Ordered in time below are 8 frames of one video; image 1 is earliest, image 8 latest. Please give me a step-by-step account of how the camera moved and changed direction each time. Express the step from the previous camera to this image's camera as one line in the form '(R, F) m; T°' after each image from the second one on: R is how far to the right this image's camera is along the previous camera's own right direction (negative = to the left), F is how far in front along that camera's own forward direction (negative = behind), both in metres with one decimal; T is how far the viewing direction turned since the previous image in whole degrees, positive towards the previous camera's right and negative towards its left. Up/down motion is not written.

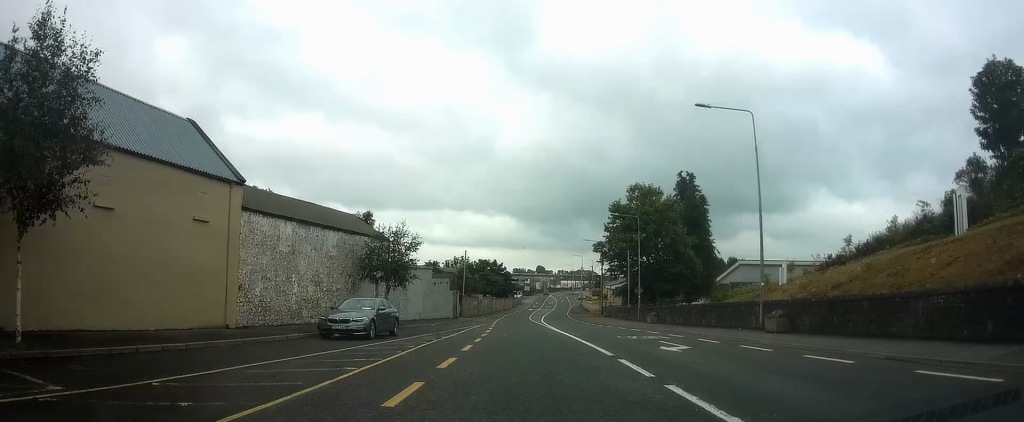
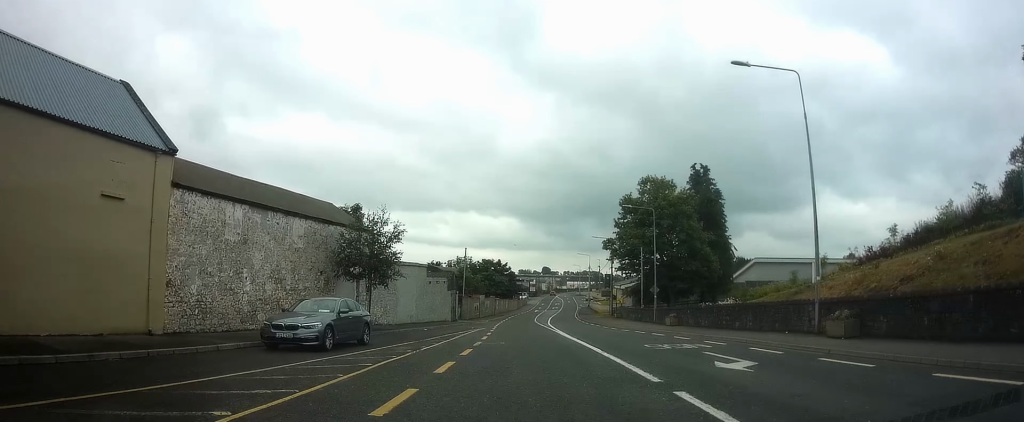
(-0.1, +5.1) m; -1°
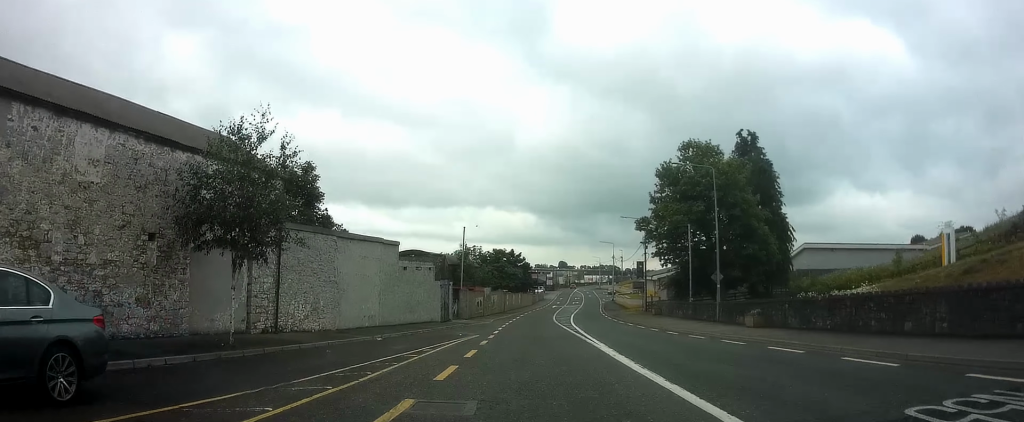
(-0.2, +14.3) m; -1°
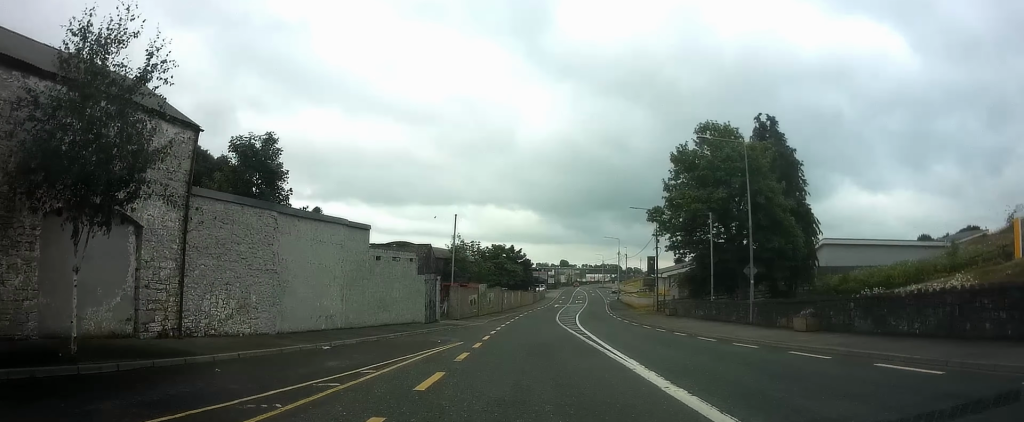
(+0.1, +6.1) m; 0°
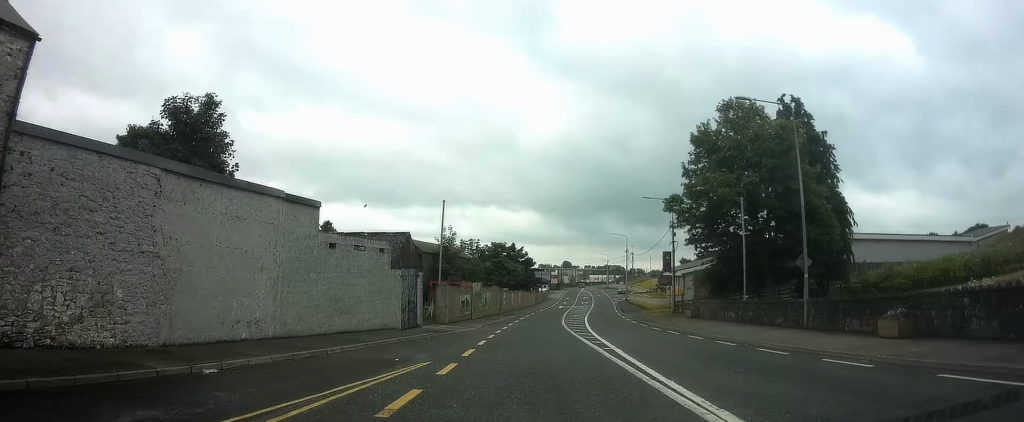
(0.0, +6.7) m; 0°
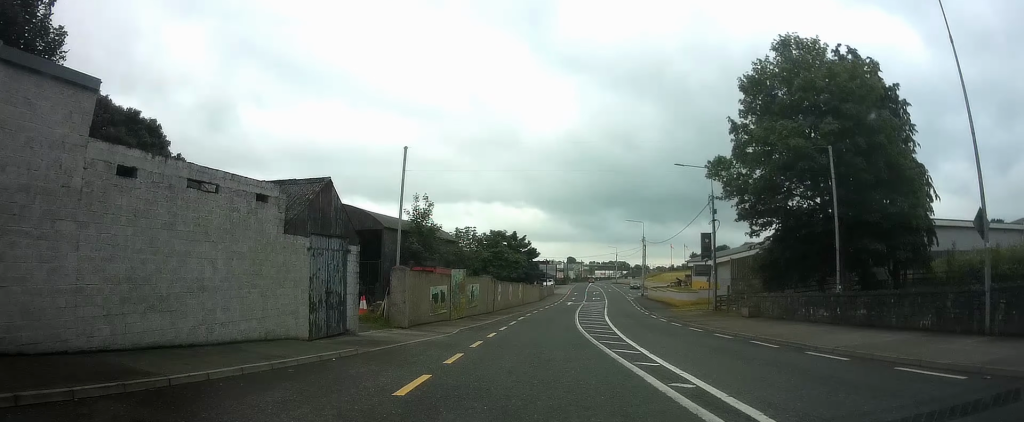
(-0.2, +11.9) m; 0°
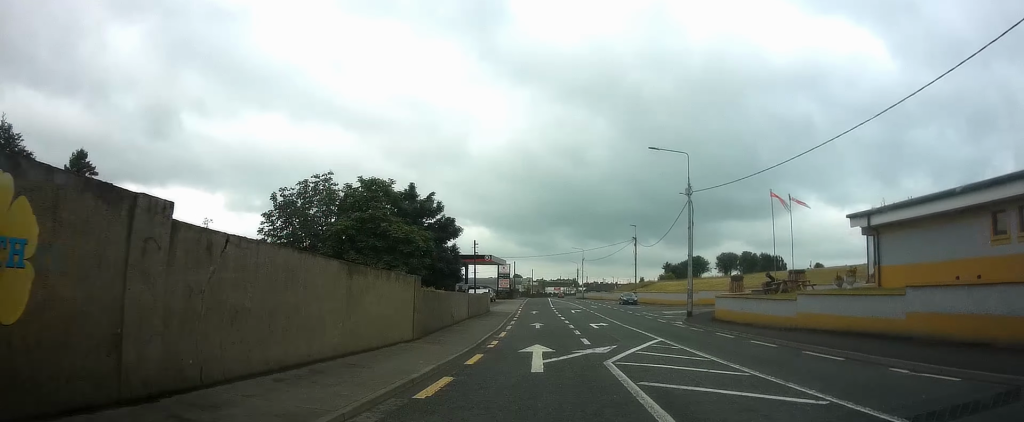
(+1.9, +47.7) m; +4°
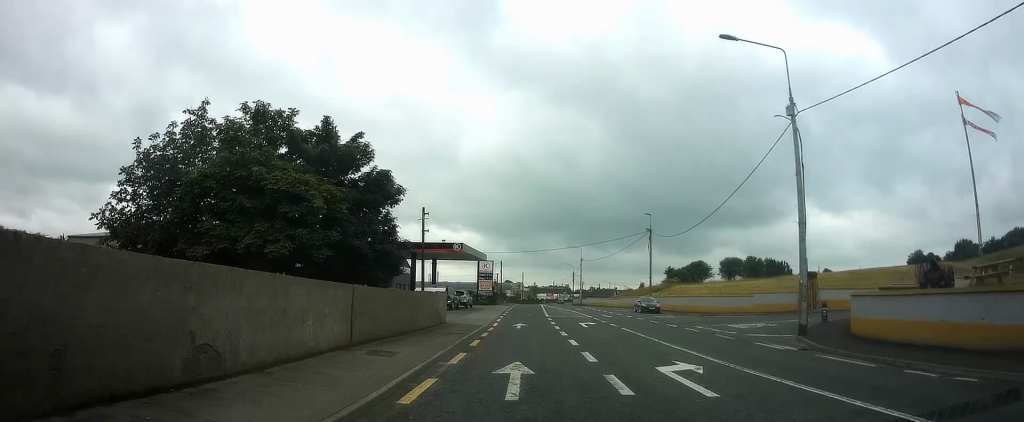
(+0.1, +17.6) m; +1°
